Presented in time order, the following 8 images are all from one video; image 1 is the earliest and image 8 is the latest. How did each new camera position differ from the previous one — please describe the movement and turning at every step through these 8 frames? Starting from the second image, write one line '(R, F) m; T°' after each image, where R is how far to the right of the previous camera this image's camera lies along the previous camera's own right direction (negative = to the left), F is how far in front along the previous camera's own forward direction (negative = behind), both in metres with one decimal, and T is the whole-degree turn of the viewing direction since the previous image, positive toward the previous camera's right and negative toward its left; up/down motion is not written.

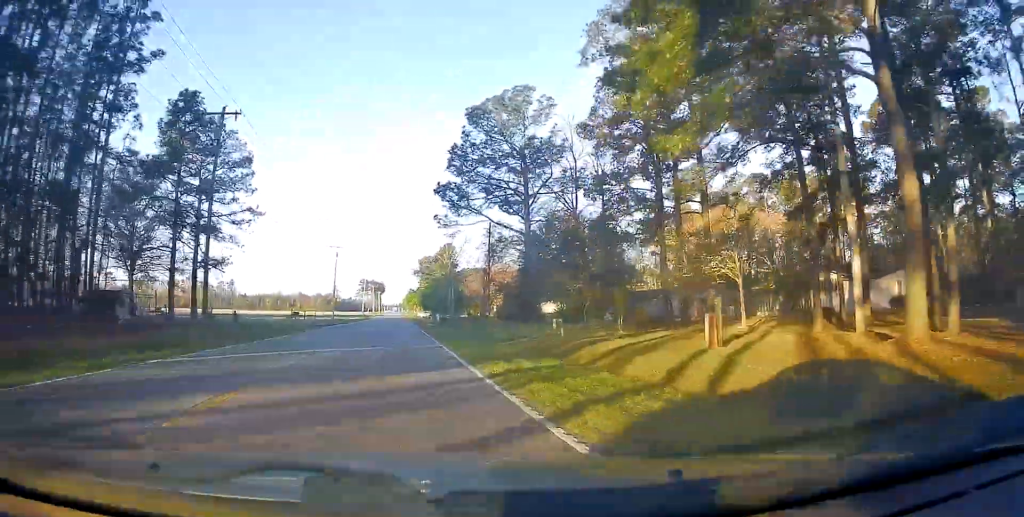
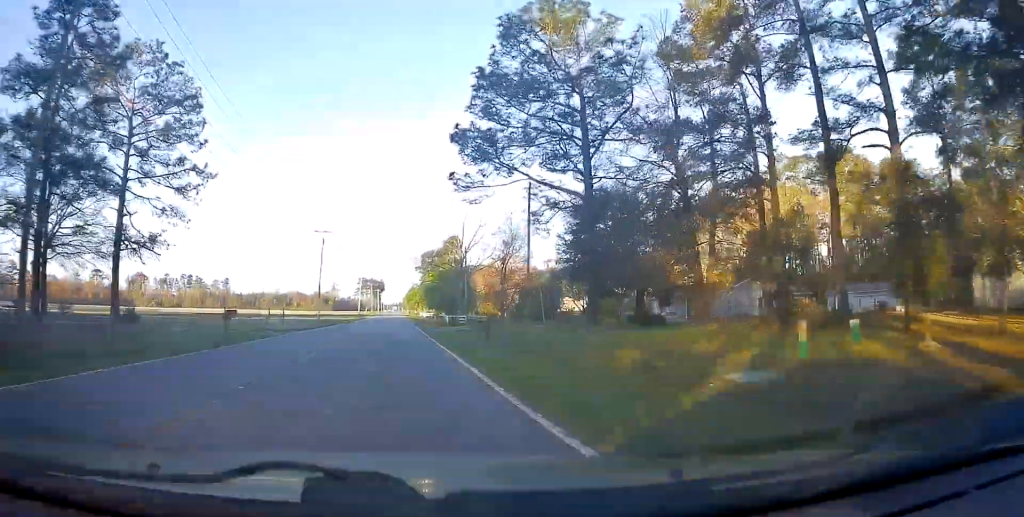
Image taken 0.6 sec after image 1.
(0.0, +17.4) m; 0°
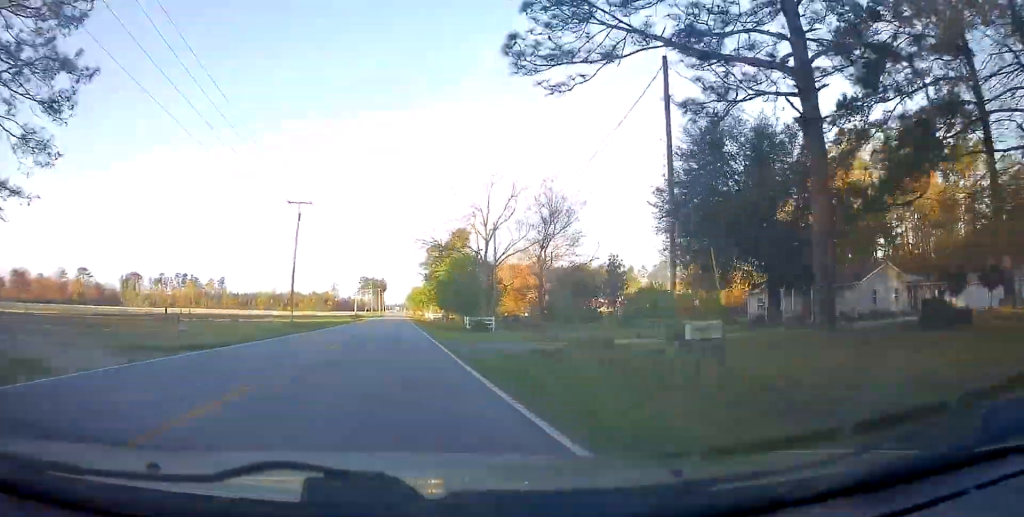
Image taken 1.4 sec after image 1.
(+0.1, +20.9) m; +1°
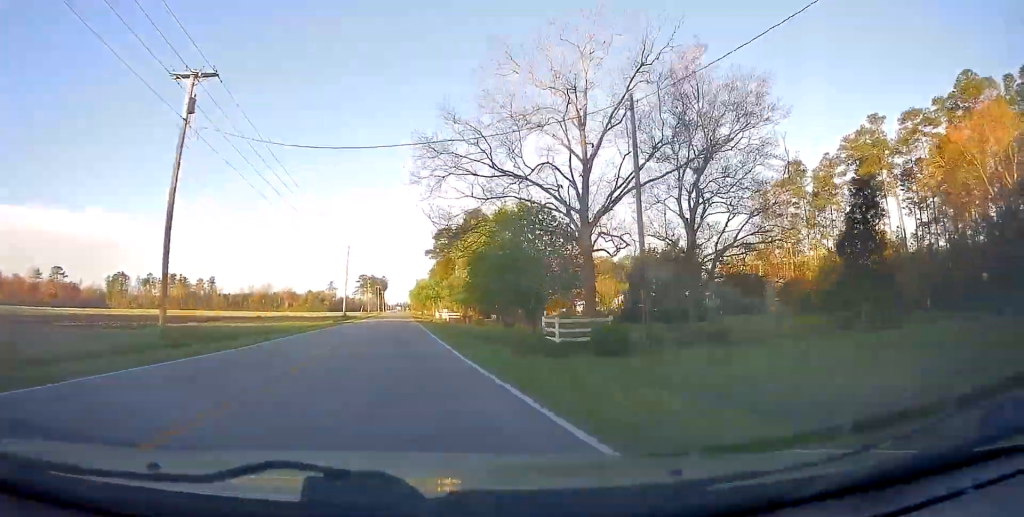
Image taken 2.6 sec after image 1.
(+0.3, +31.4) m; 0°
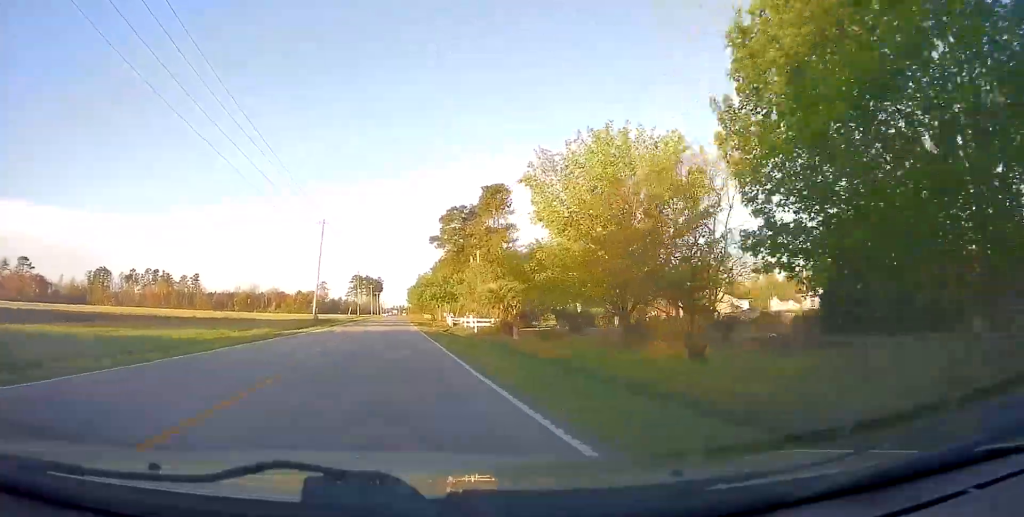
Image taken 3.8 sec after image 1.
(-0.5, +31.4) m; -1°
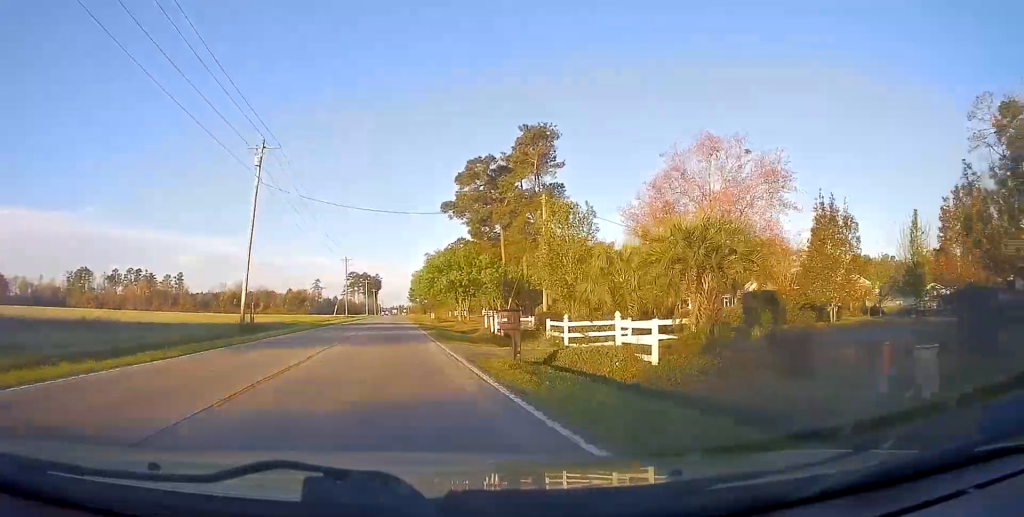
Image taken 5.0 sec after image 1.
(0.0, +32.5) m; +1°
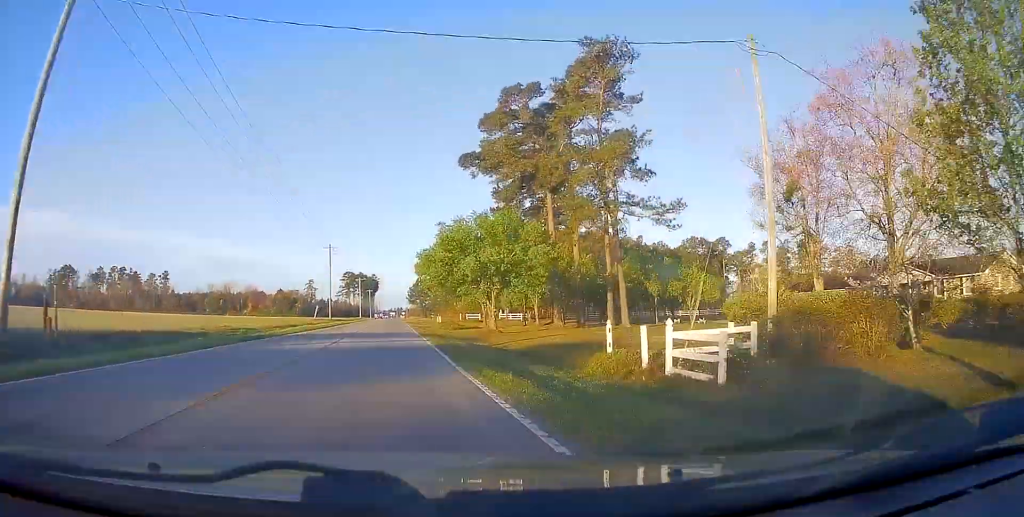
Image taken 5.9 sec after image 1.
(+0.3, +24.9) m; +1°
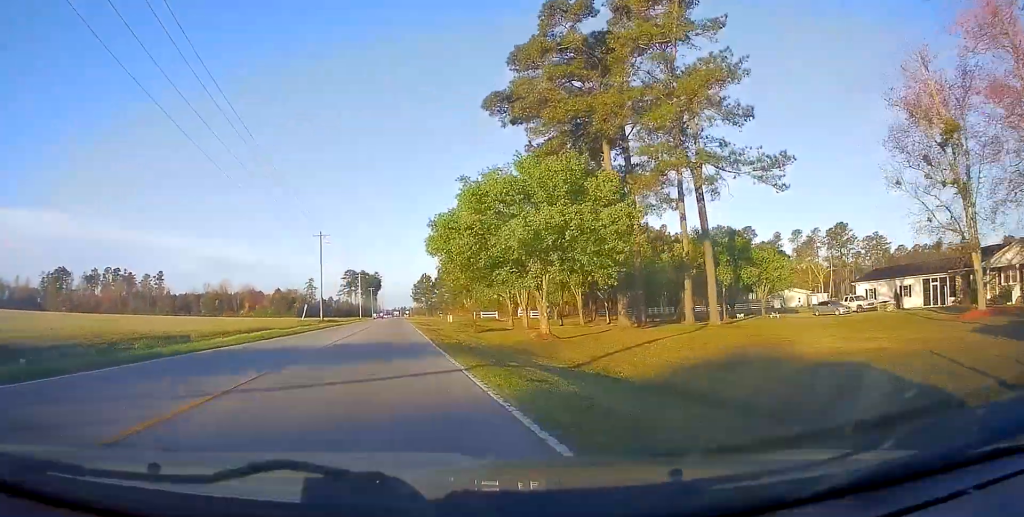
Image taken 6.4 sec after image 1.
(+0.1, +14.2) m; 0°
